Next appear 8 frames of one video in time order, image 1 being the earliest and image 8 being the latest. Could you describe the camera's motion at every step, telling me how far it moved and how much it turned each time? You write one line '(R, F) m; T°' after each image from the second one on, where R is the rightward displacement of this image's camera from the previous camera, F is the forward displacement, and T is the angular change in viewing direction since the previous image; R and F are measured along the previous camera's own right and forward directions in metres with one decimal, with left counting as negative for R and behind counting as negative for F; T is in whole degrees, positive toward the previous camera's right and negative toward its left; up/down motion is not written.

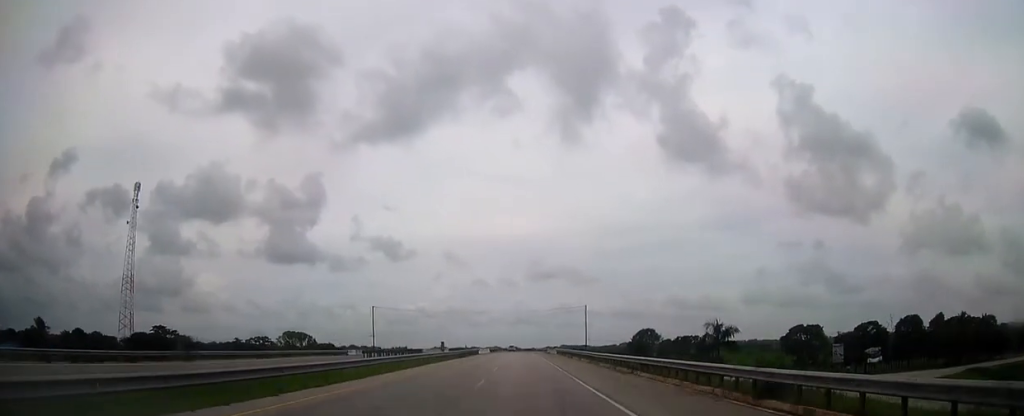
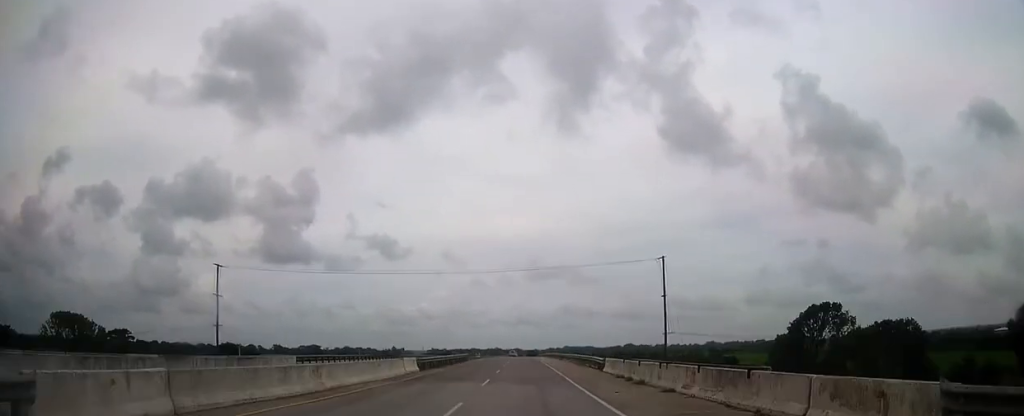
(+0.2, +80.3) m; 0°
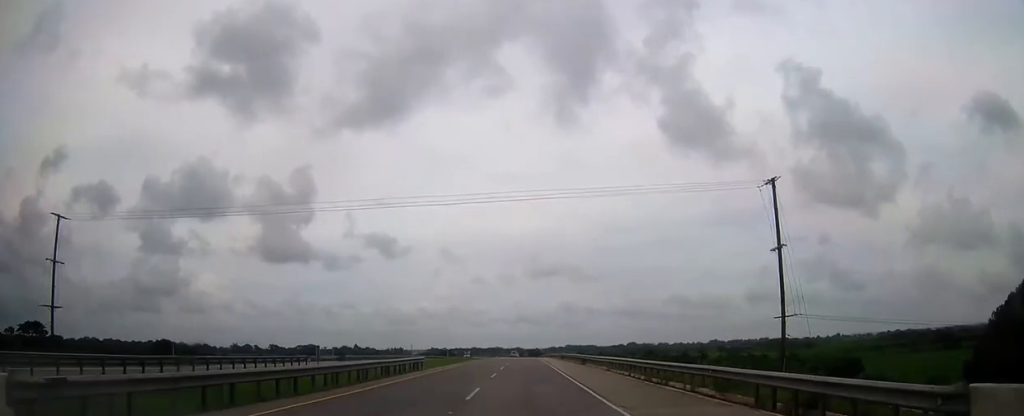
(-0.1, +29.5) m; 0°
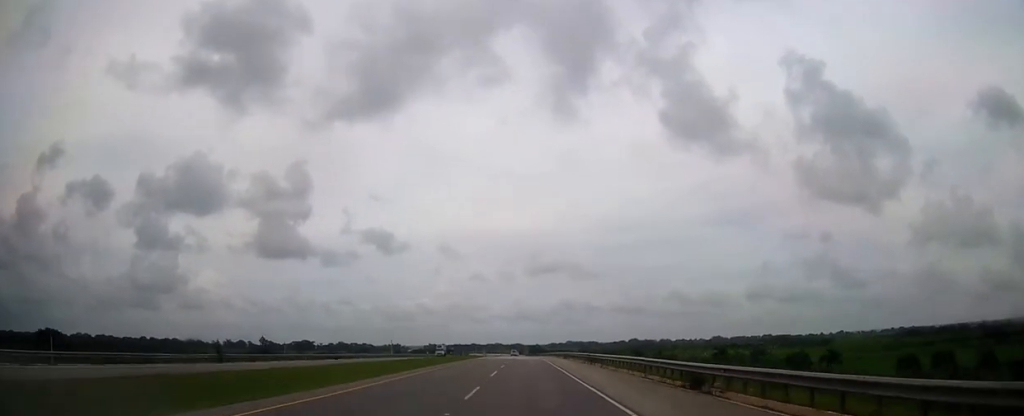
(-0.1, +37.9) m; 0°
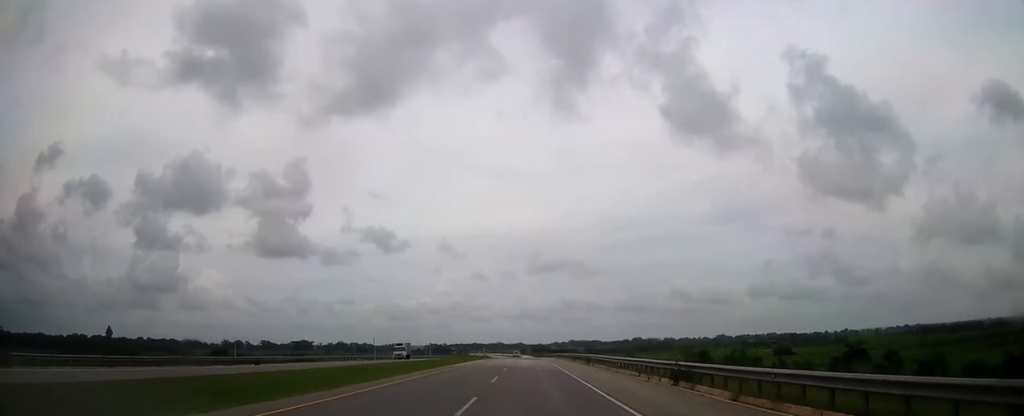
(0.0, +27.5) m; 0°
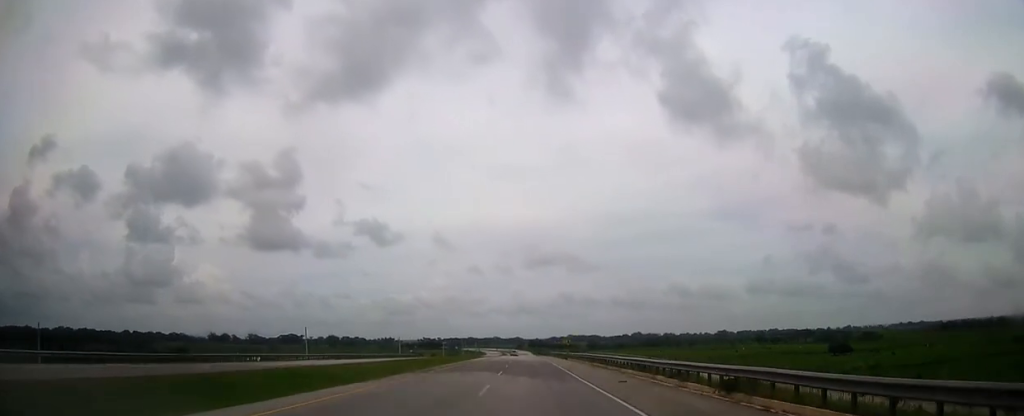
(+0.1, +55.2) m; 0°
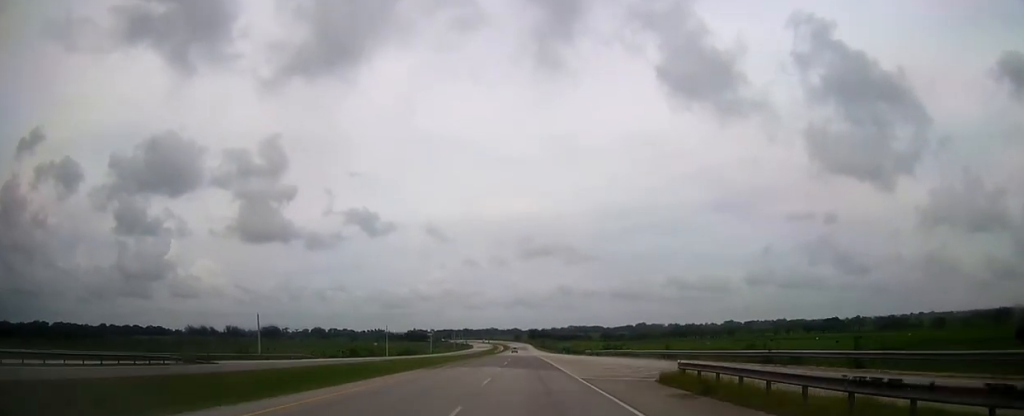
(+0.2, +104.1) m; 0°
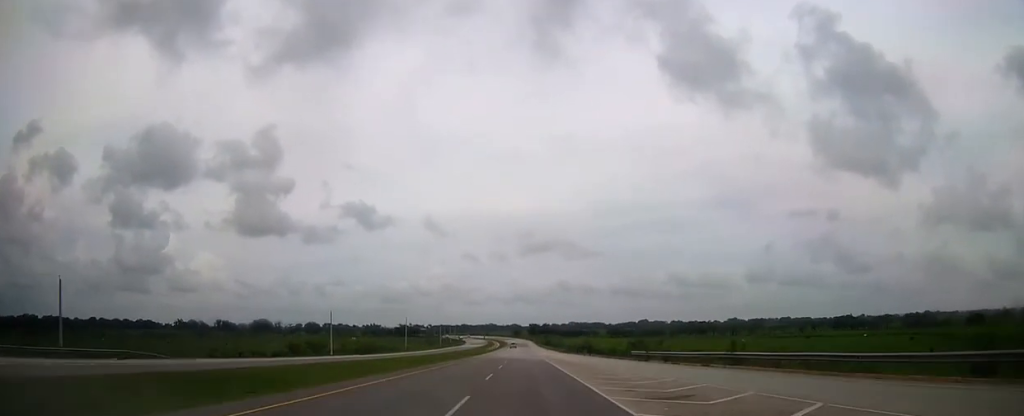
(0.0, +45.4) m; 0°
